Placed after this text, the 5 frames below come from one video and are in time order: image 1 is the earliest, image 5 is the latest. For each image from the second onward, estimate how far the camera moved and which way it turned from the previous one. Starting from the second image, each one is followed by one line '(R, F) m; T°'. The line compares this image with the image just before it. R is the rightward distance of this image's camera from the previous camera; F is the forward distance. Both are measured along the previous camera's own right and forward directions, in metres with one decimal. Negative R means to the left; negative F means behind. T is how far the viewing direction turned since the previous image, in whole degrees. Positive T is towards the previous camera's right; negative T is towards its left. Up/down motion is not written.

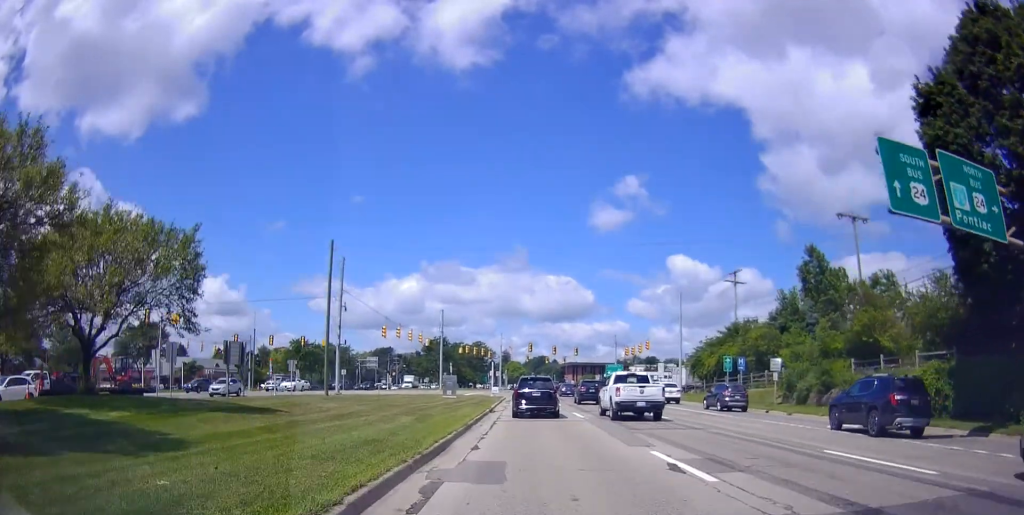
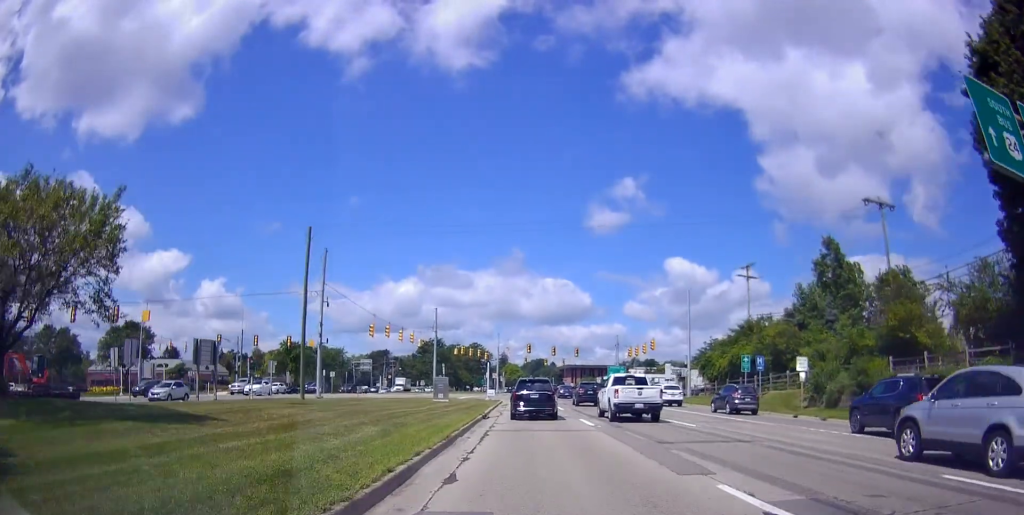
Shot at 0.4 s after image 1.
(+0.1, +3.0) m; +1°
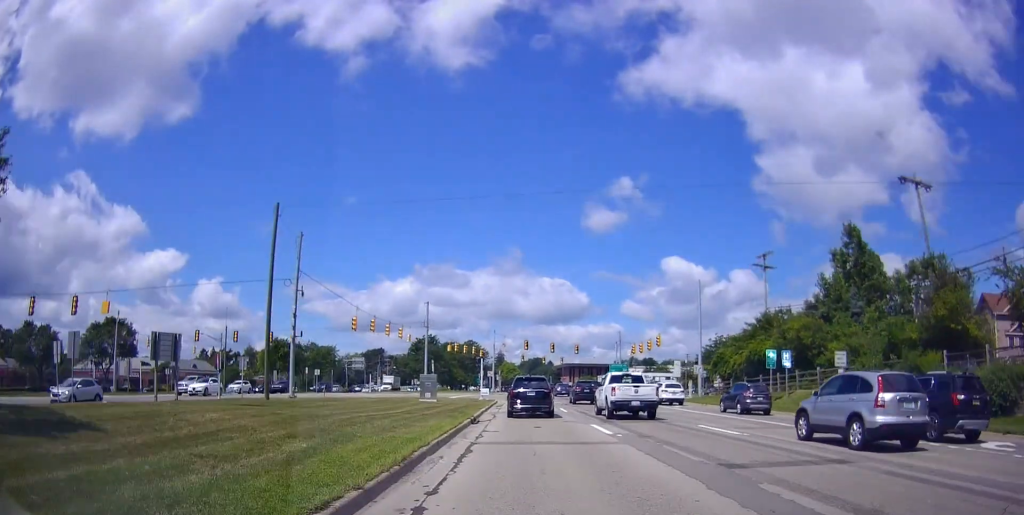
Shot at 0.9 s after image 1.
(0.0, +3.7) m; +1°
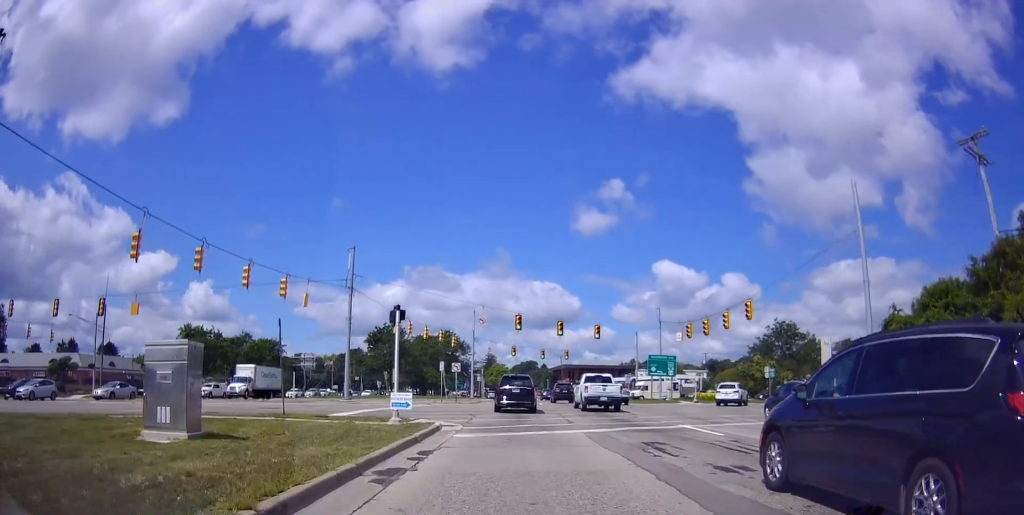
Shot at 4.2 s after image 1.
(+1.5, +29.5) m; +5°
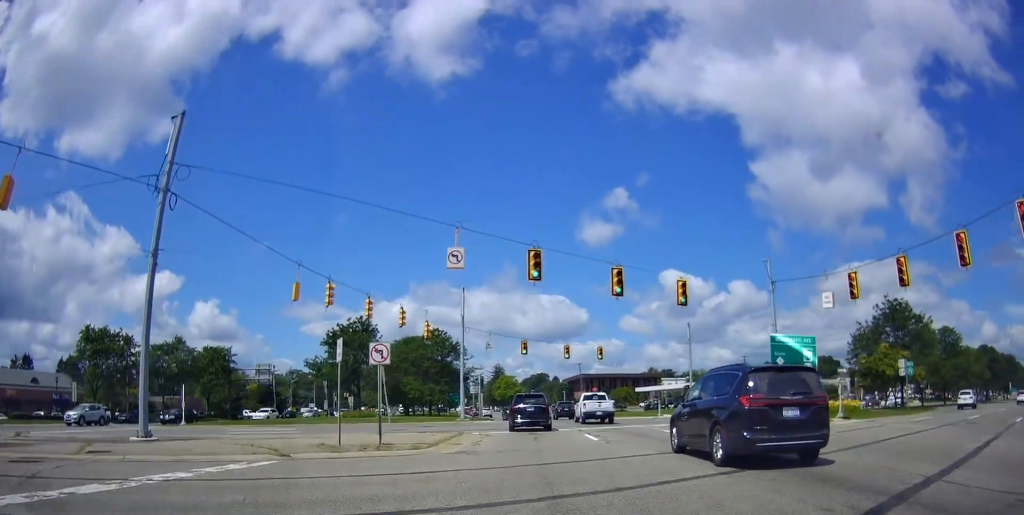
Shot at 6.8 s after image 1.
(+0.8, +24.4) m; +2°
